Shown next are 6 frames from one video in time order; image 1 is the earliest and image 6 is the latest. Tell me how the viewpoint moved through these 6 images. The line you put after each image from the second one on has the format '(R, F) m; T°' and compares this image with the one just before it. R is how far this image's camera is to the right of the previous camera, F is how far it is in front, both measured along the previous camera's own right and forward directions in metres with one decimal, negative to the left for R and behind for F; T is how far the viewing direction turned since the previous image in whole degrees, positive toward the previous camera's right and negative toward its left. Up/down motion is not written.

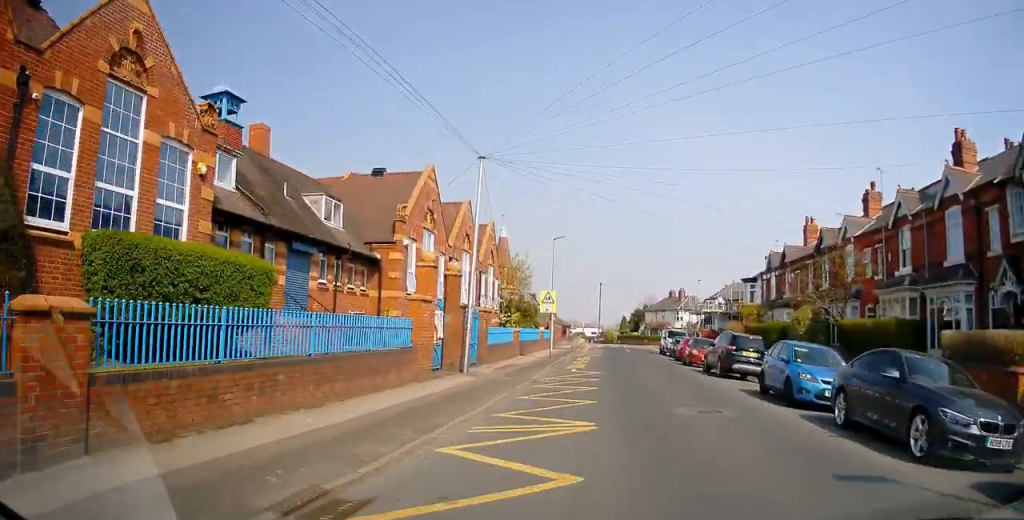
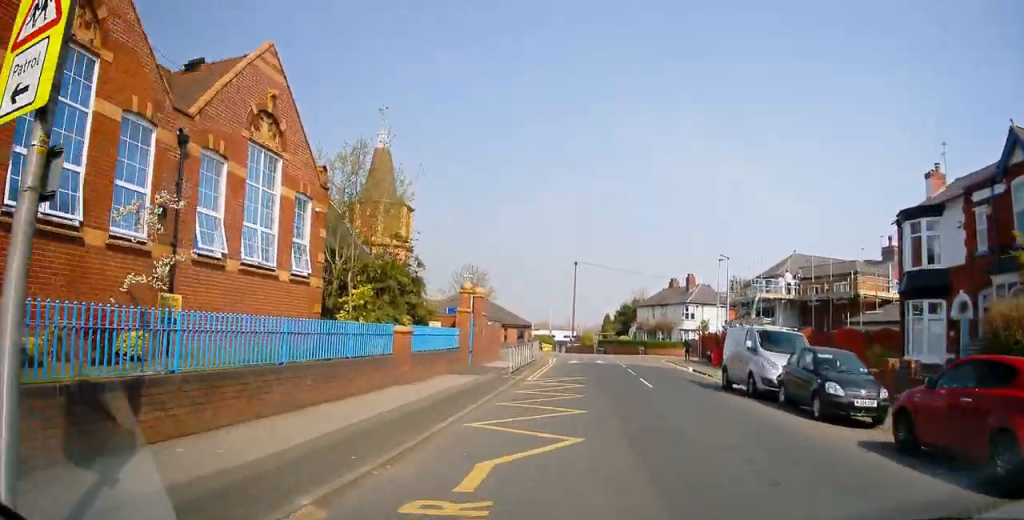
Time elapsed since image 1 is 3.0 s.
(+0.3, +29.0) m; +3°
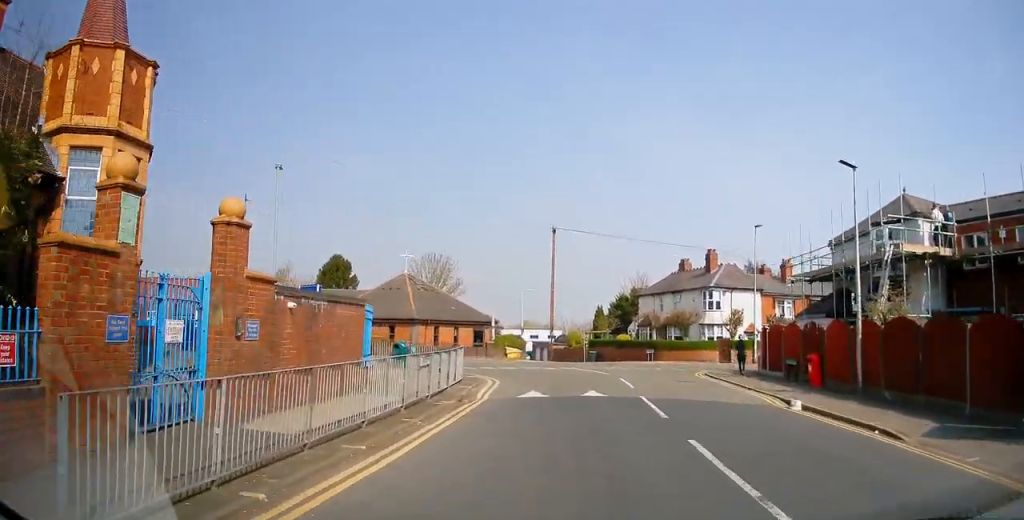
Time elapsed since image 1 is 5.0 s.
(+0.5, +17.6) m; 0°
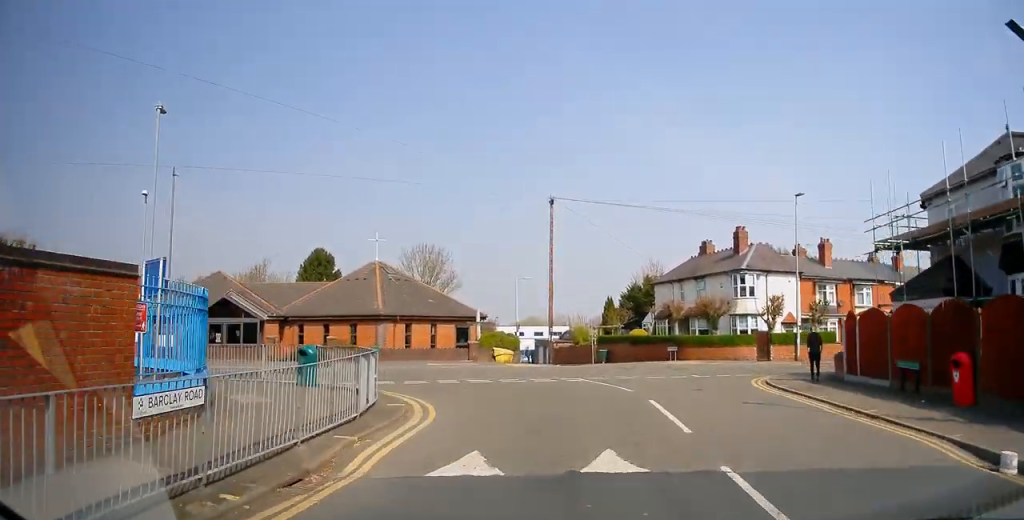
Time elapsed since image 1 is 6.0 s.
(0.0, +7.7) m; -1°
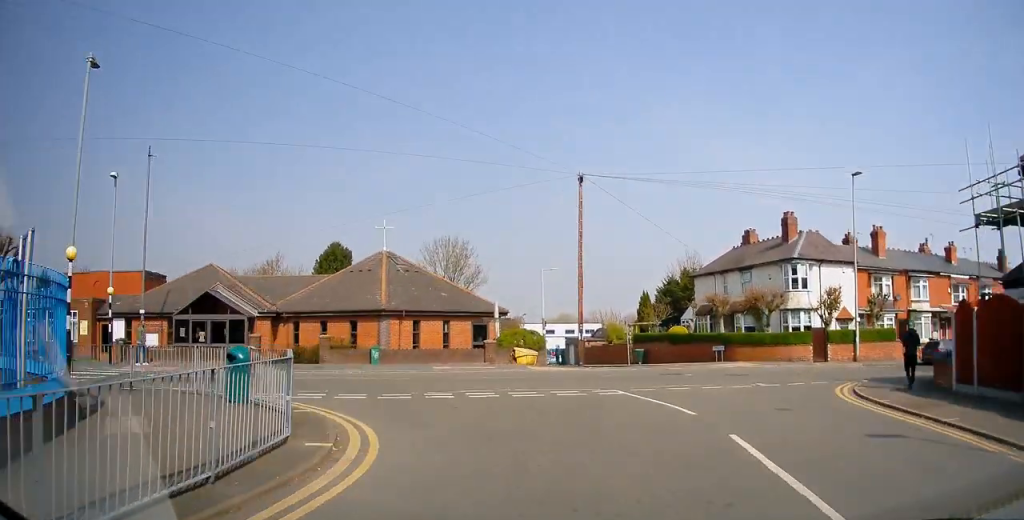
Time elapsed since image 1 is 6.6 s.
(-0.1, +4.4) m; -4°
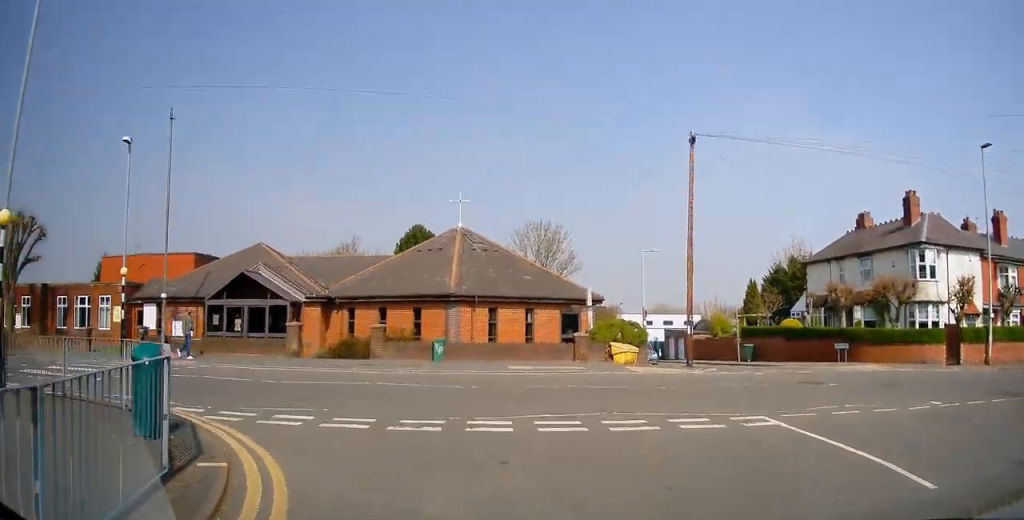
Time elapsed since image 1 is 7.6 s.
(-0.3, +5.4) m; -8°
